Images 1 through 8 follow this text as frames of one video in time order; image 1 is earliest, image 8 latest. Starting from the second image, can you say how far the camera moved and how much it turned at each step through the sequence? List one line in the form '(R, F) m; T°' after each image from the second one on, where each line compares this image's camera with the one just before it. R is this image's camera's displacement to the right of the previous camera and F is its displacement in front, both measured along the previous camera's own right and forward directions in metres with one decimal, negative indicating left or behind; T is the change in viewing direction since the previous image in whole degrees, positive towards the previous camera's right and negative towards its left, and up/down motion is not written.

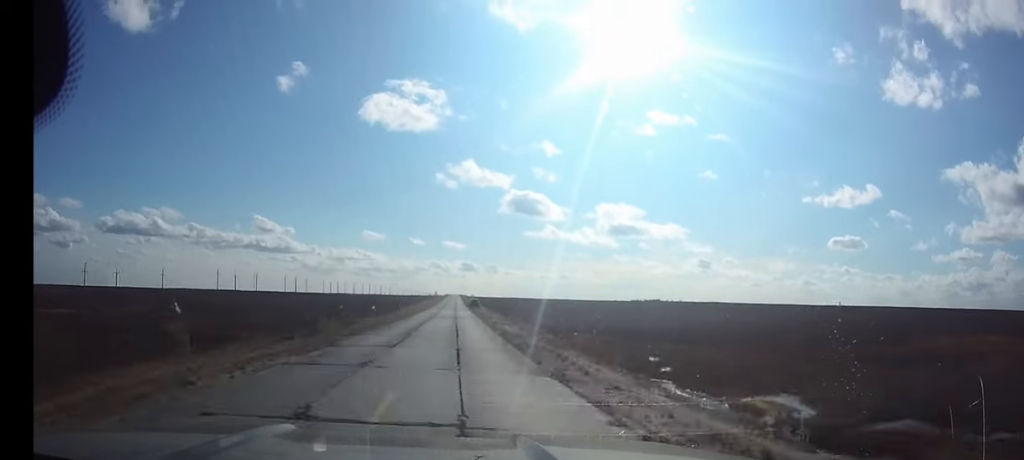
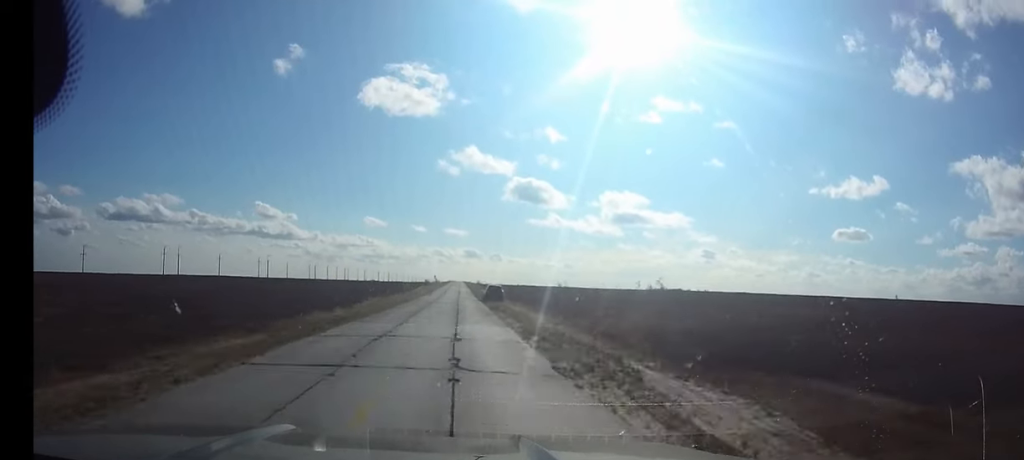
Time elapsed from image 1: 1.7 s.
(-0.1, +49.8) m; 0°
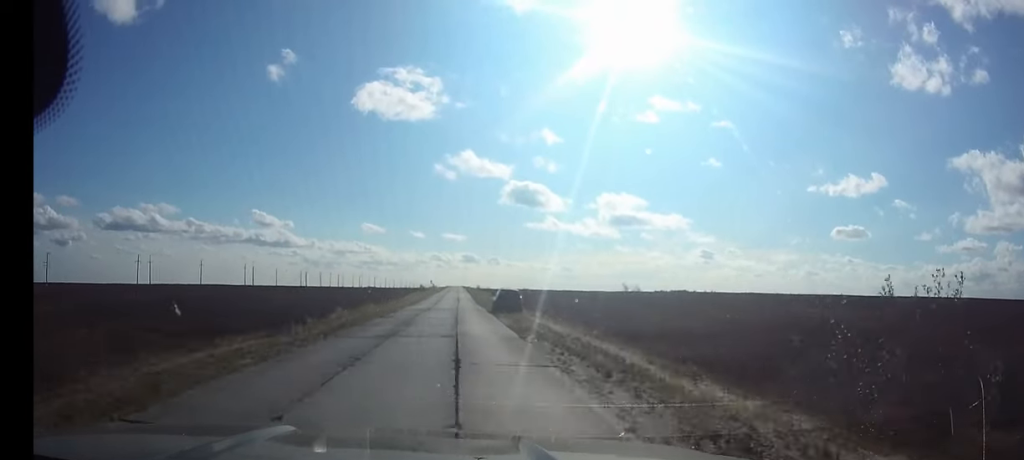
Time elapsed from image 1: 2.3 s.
(0.0, +16.8) m; 0°
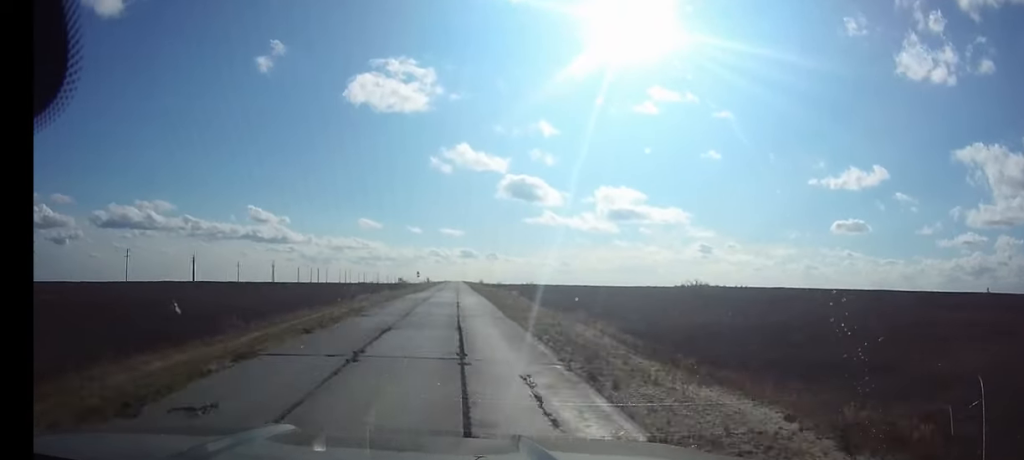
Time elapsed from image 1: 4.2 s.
(+0.1, +53.9) m; 0°
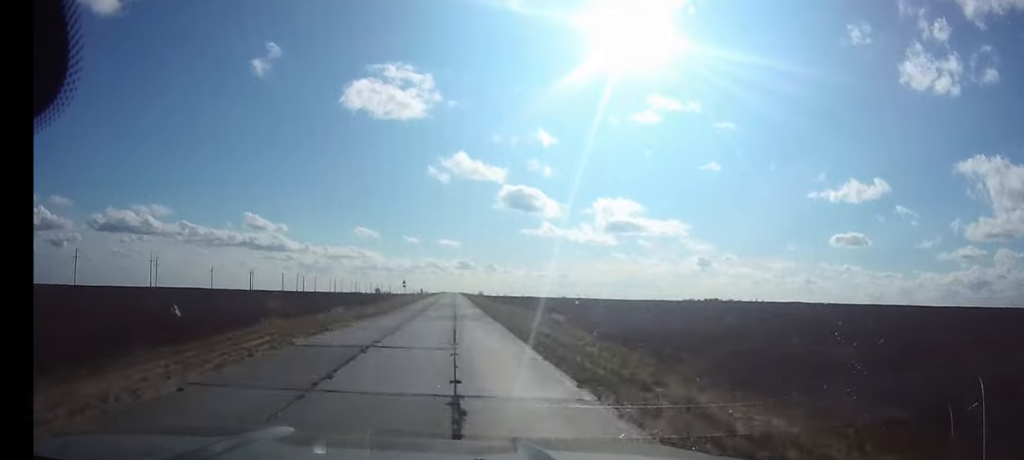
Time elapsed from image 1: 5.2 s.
(0.0, +26.7) m; 0°
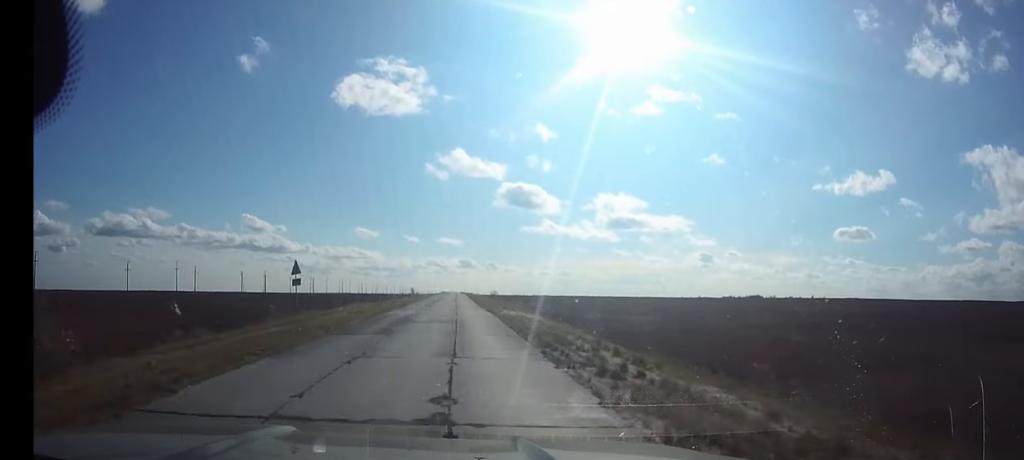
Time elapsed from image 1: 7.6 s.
(+0.1, +67.1) m; 0°
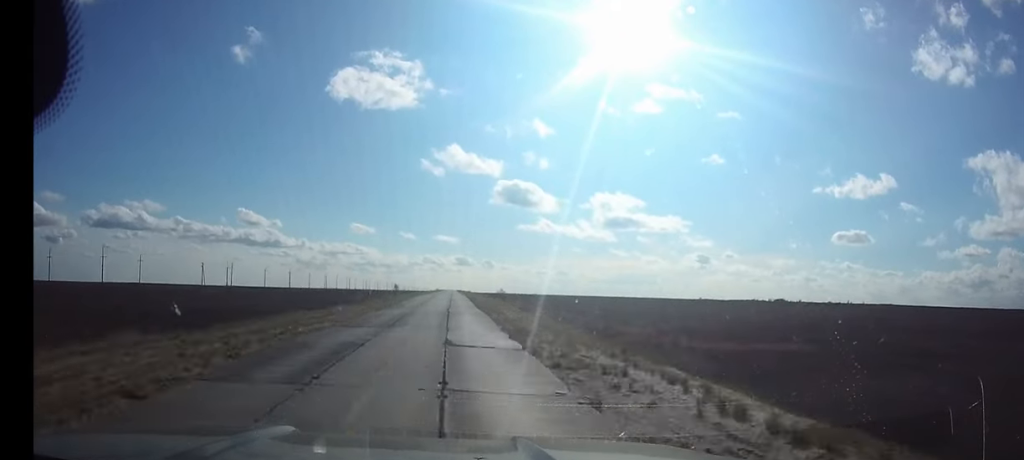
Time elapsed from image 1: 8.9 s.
(0.0, +38.8) m; 0°
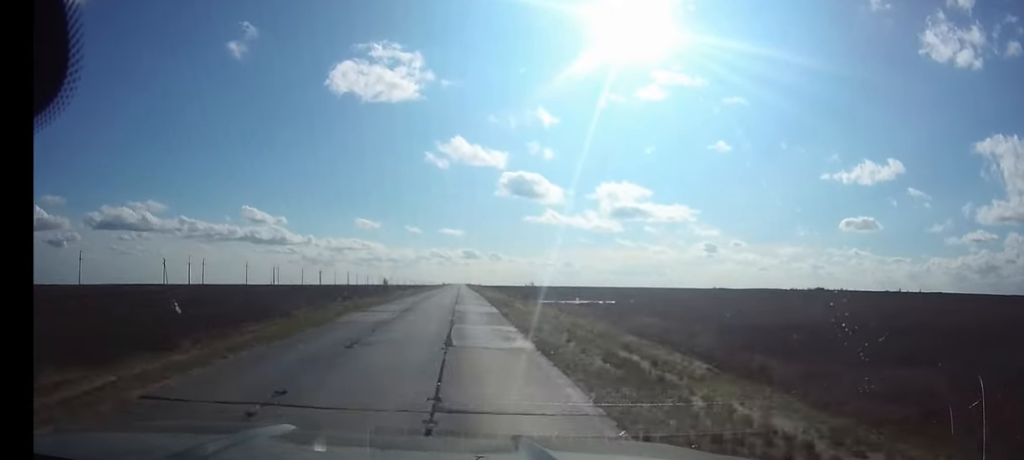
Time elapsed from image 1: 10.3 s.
(-0.1, +37.1) m; 0°
